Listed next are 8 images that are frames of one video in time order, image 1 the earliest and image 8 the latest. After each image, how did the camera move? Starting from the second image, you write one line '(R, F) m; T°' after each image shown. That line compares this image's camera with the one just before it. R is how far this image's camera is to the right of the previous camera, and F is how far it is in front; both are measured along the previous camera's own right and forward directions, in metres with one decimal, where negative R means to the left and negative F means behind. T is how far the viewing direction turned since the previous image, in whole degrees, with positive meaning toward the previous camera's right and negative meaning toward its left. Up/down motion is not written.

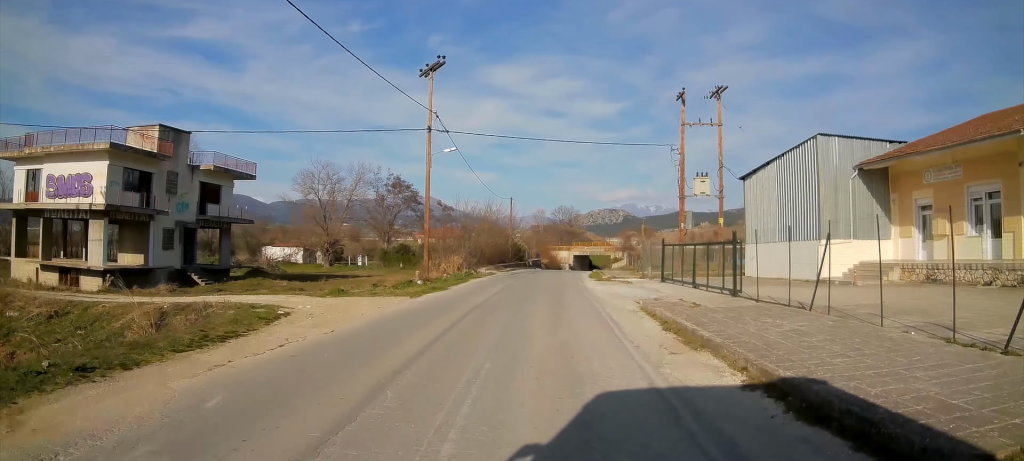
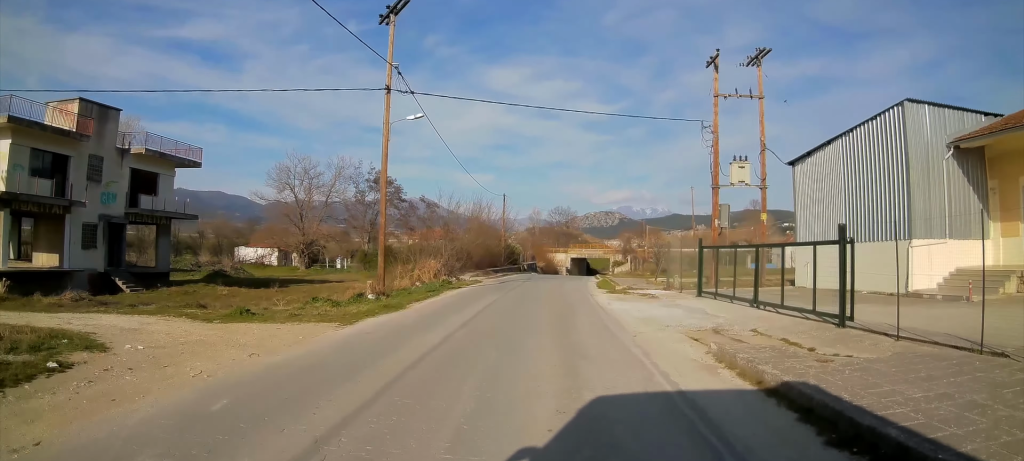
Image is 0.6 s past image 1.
(+0.3, +7.7) m; +2°
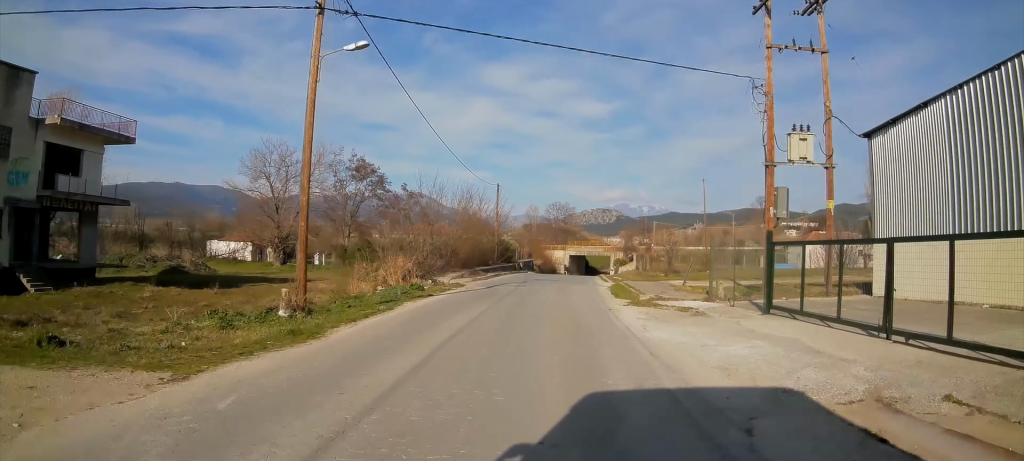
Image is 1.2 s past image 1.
(+0.1, +7.1) m; +1°
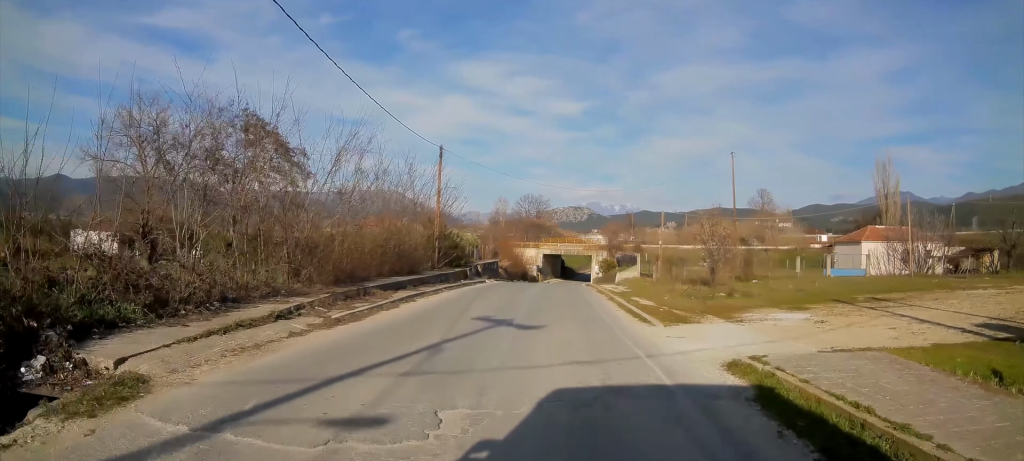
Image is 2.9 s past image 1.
(0.0, +21.2) m; +1°
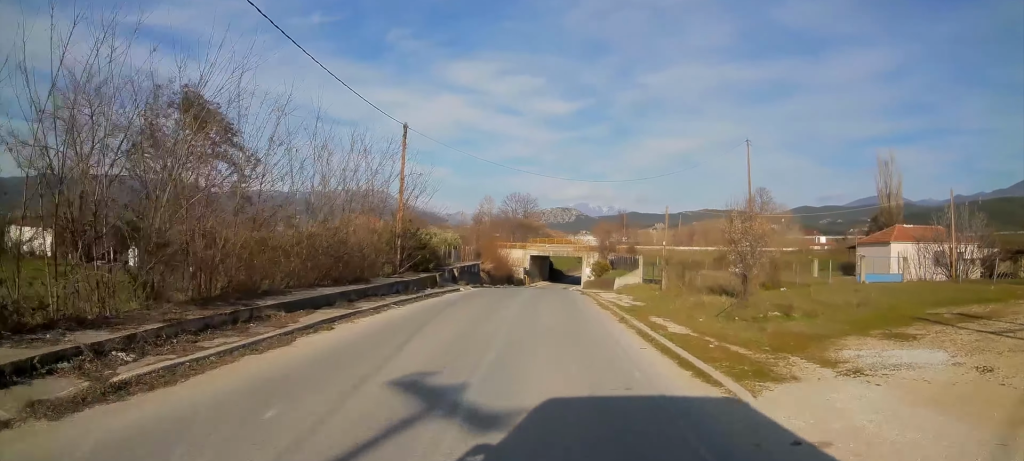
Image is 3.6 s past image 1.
(+0.1, +7.3) m; +1°
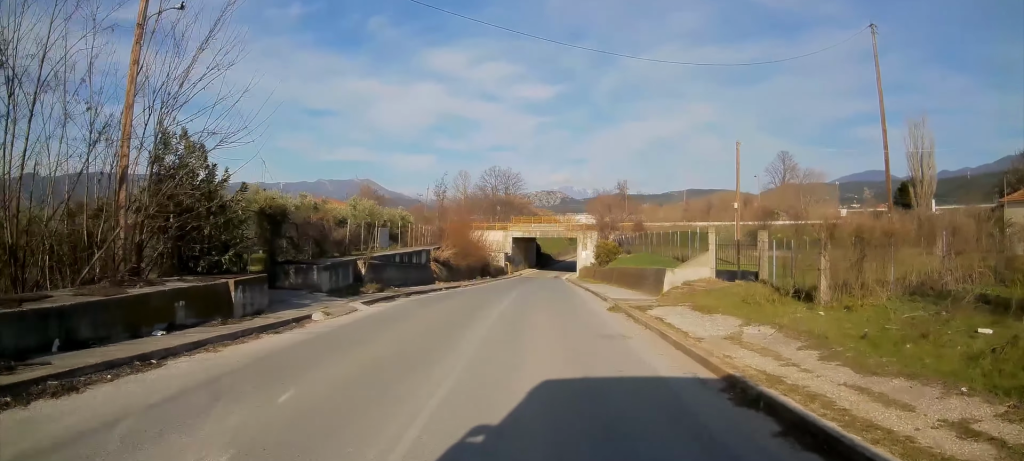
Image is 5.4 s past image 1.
(+0.3, +21.1) m; +1°
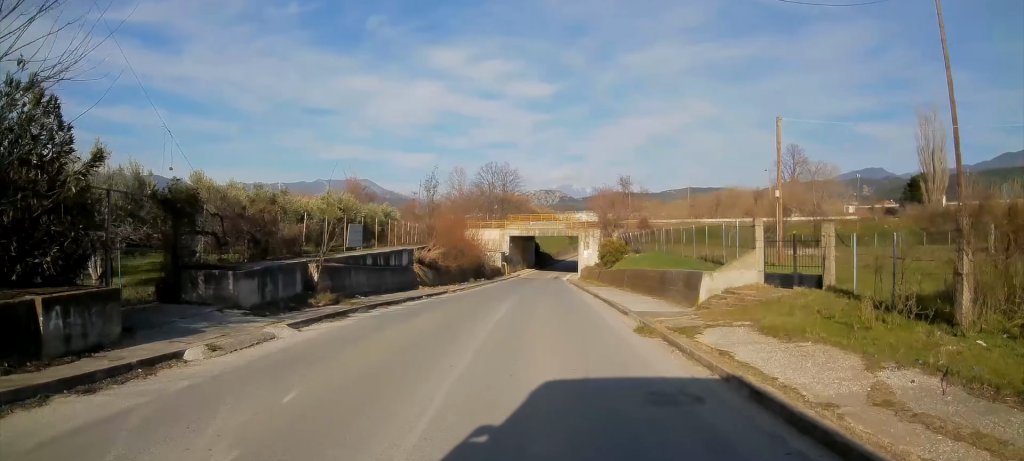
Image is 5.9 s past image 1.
(0.0, +5.2) m; 0°
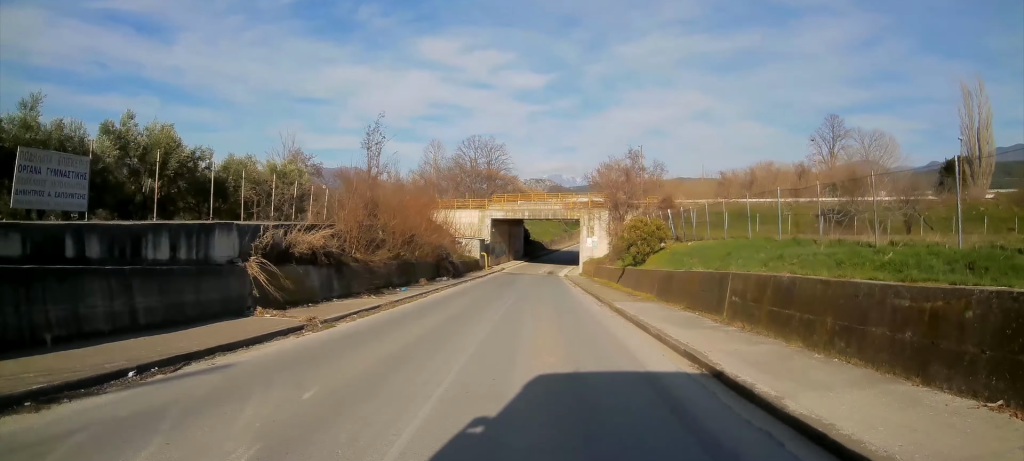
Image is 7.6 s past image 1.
(0.0, +18.9) m; +1°
